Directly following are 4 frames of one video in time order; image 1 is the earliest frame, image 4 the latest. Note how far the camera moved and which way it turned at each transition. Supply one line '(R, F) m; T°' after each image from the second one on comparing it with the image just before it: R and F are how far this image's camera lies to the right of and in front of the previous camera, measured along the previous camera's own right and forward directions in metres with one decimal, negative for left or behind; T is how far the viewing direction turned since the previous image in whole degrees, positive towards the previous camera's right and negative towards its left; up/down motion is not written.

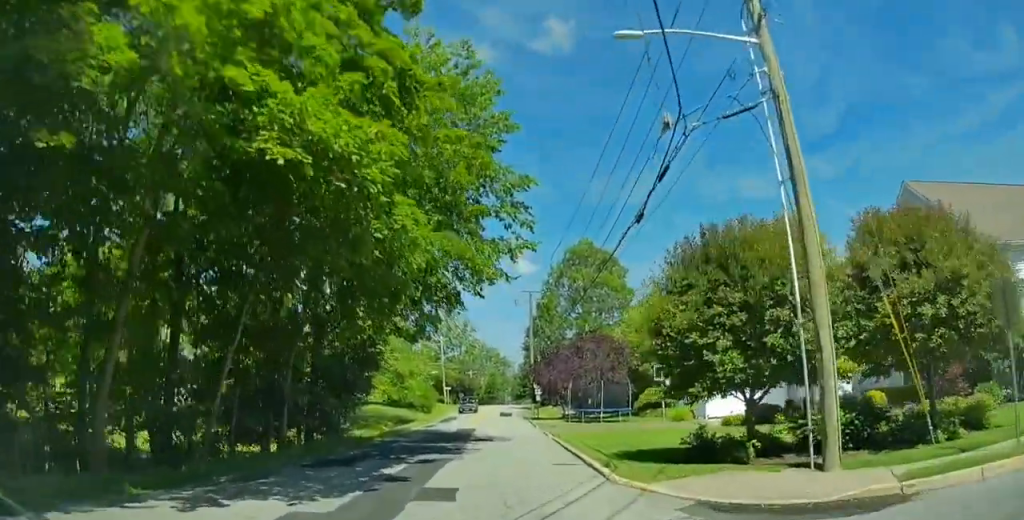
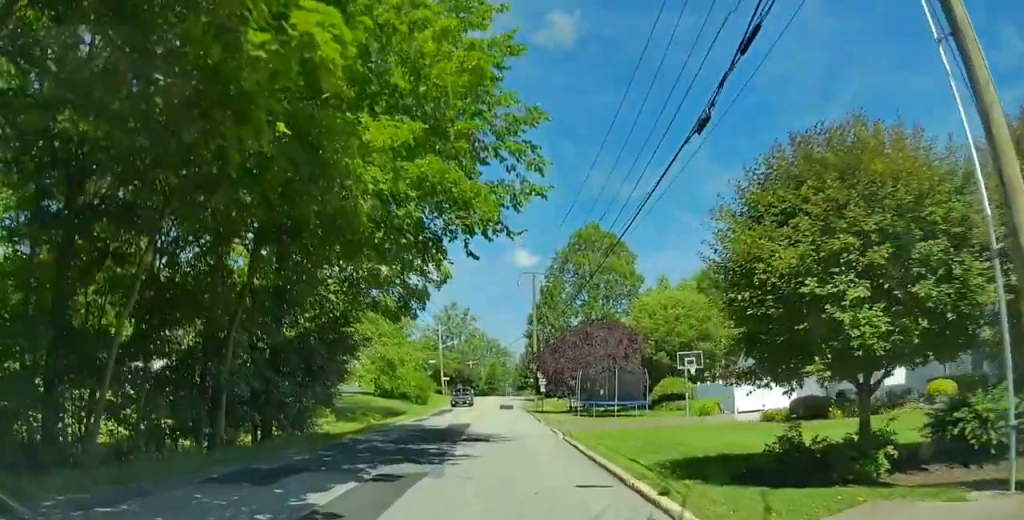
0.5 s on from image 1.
(-0.1, +5.1) m; -1°
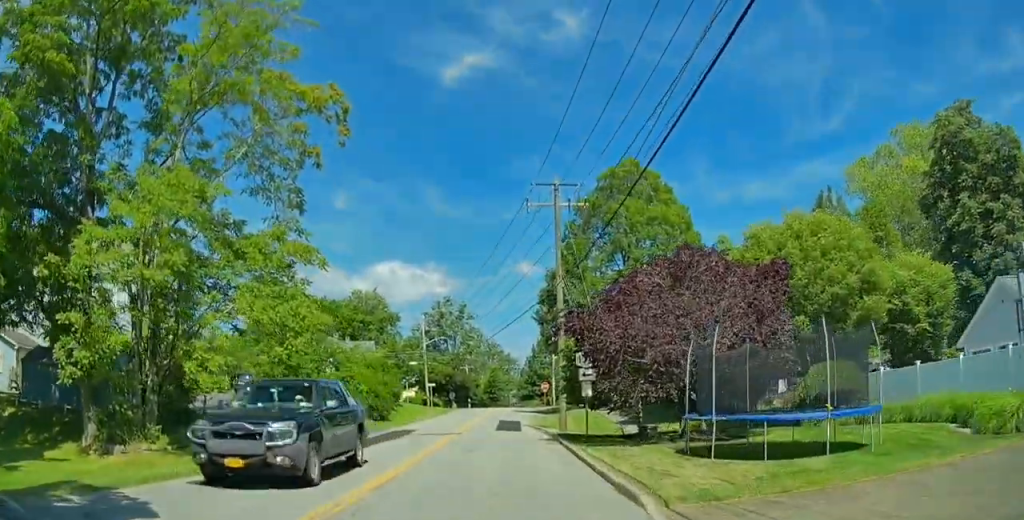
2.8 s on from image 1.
(-0.1, +24.5) m; -1°
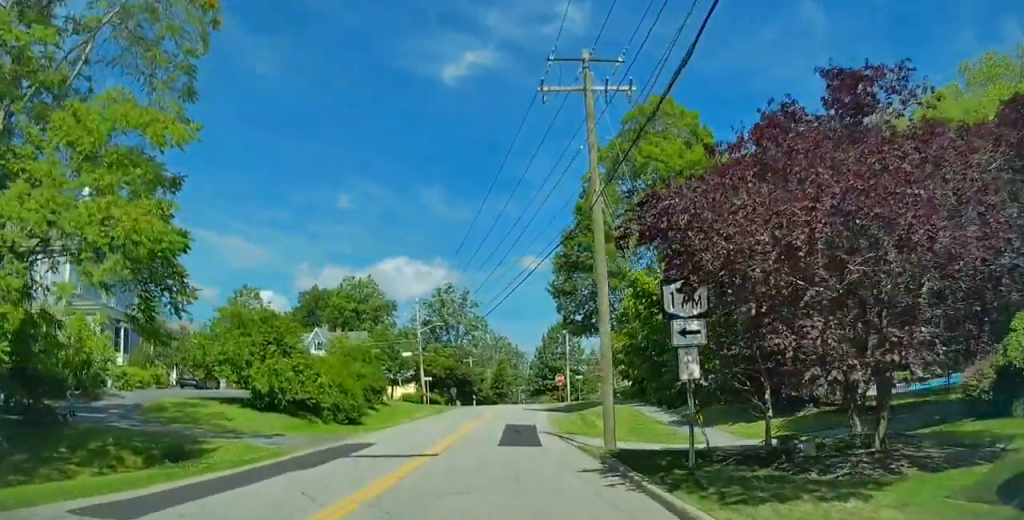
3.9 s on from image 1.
(-0.1, +11.2) m; -2°
